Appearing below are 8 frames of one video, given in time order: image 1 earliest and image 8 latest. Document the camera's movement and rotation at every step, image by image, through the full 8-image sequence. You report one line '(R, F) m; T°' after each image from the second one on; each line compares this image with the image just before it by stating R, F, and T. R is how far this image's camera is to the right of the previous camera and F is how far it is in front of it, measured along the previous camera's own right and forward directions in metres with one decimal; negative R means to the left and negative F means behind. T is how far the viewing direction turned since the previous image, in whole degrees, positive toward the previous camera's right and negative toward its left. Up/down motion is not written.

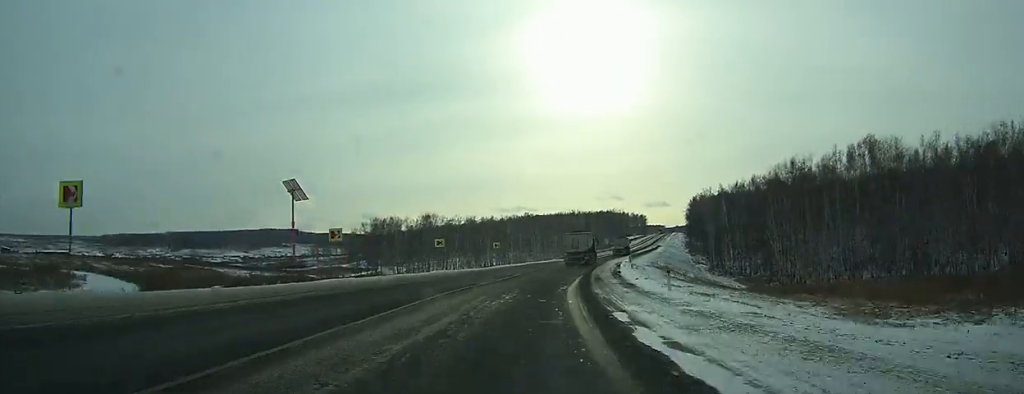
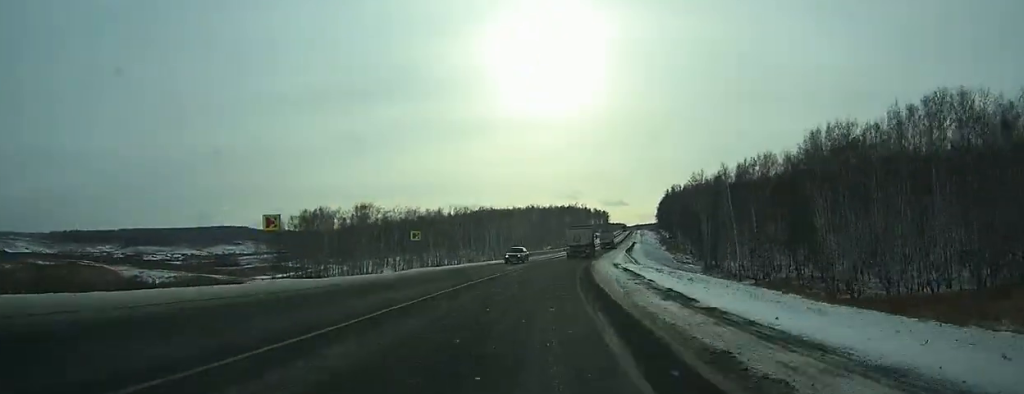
(+1.0, +28.8) m; +3°
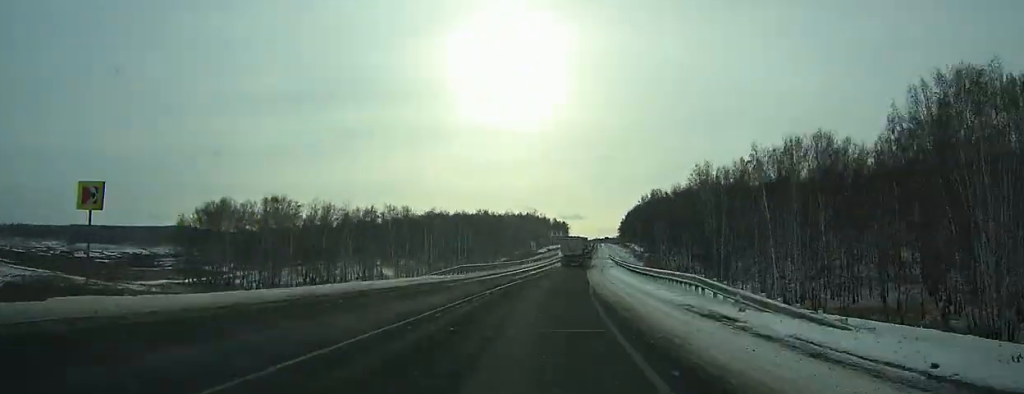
(+0.8, +32.1) m; +3°
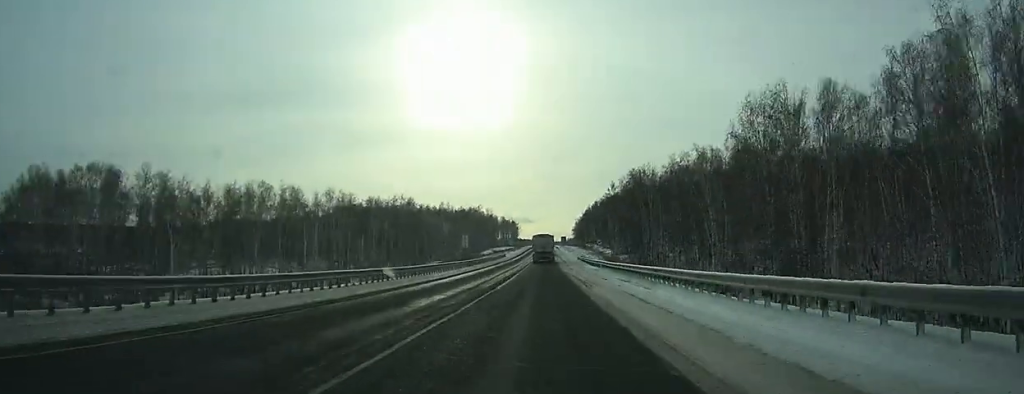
(+1.7, +42.2) m; +4°
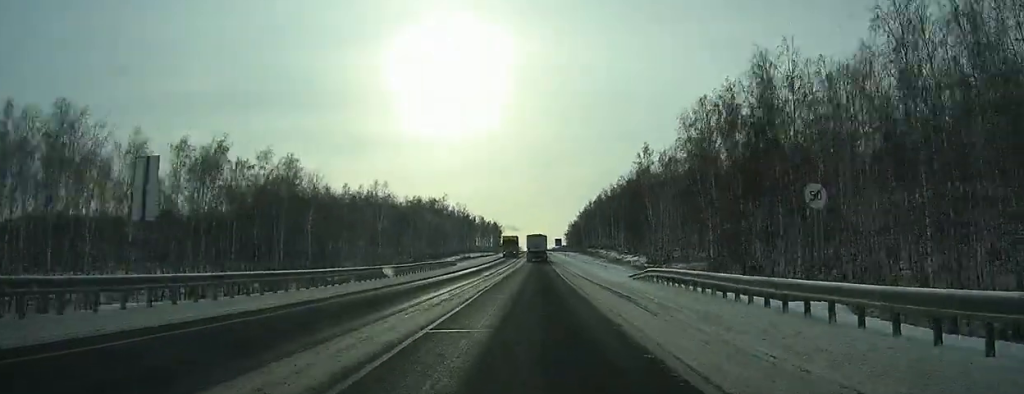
(+1.7, +61.8) m; +2°
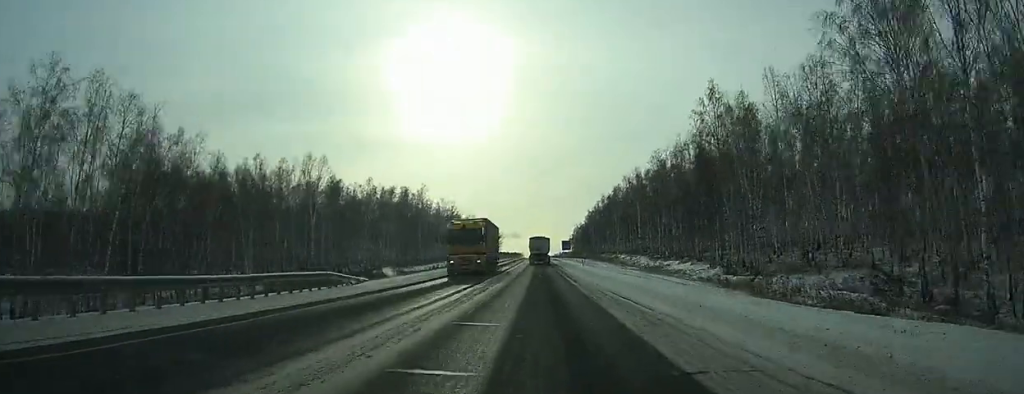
(+0.1, +37.0) m; 0°
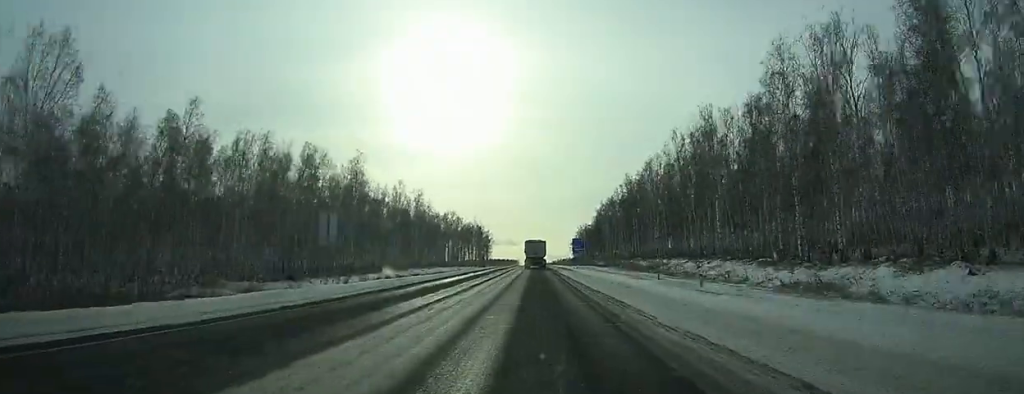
(+0.1, +52.6) m; 0°
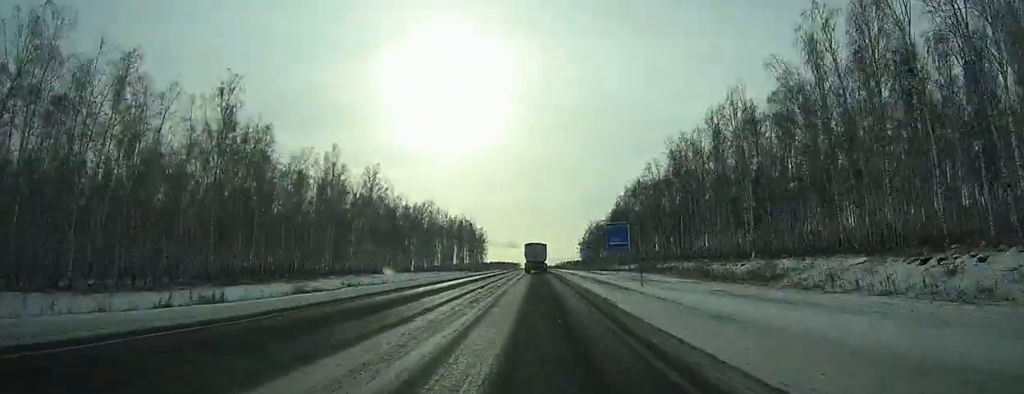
(0.0, +44.8) m; 0°
